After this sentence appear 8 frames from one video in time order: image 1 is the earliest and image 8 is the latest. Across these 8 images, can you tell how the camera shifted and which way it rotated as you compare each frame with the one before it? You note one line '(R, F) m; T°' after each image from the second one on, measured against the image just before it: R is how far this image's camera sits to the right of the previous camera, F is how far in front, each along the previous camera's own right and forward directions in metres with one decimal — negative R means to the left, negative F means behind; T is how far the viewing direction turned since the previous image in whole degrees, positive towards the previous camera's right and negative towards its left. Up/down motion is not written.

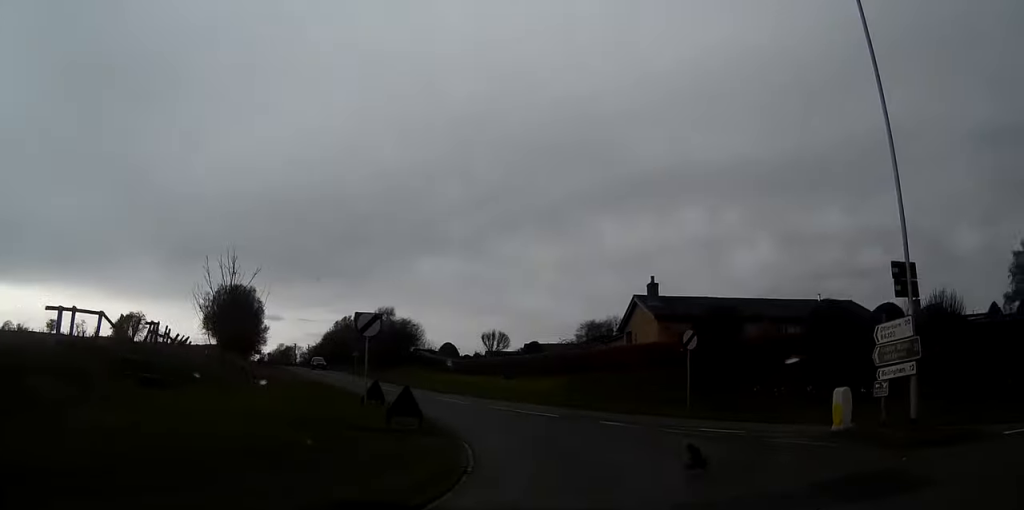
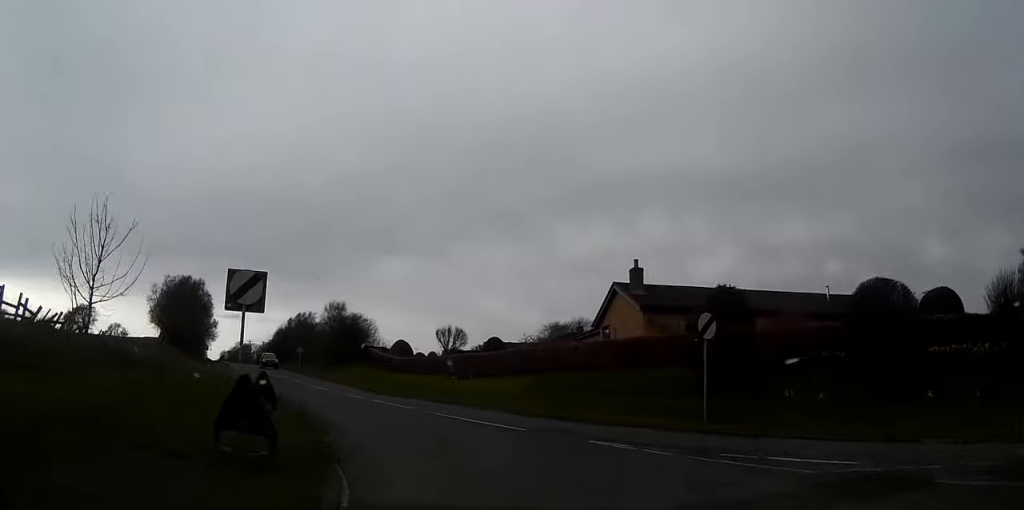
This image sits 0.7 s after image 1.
(+1.8, +7.5) m; +13°
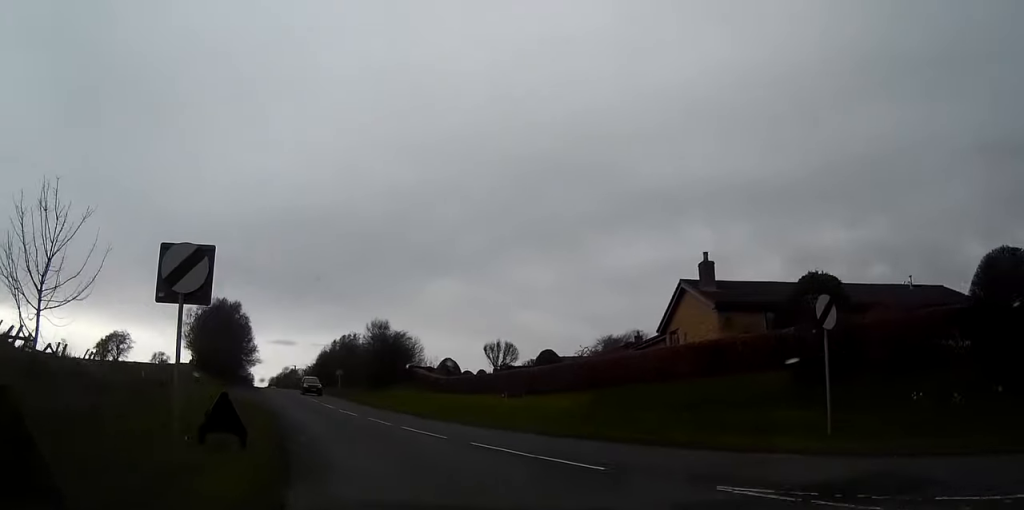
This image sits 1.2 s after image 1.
(0.0, +5.4) m; -4°
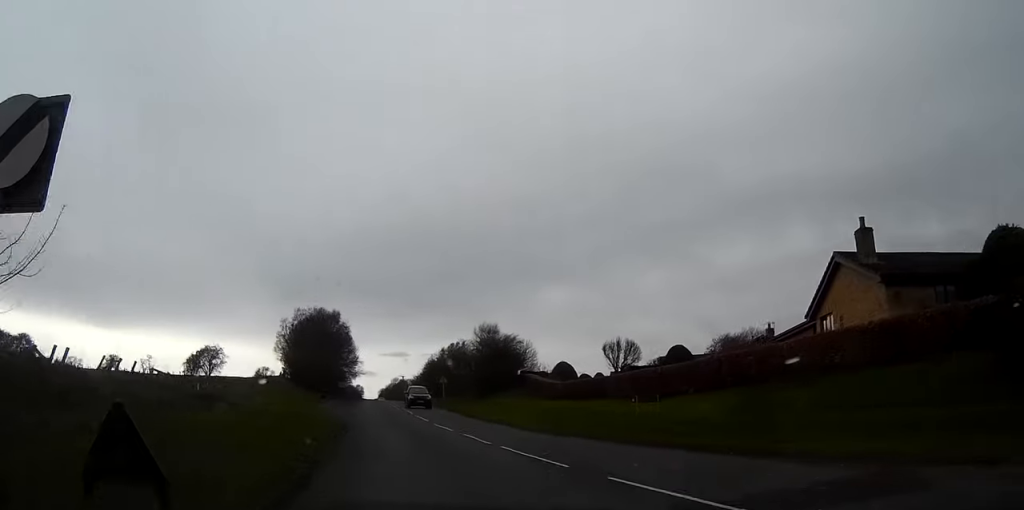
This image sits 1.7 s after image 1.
(+0.2, +6.5) m; -4°
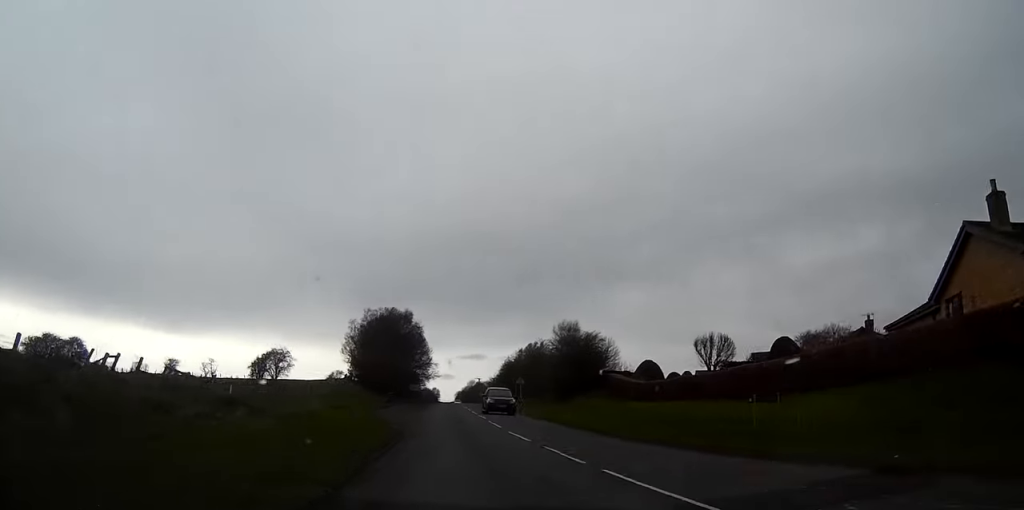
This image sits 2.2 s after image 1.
(-0.6, +5.2) m; -4°
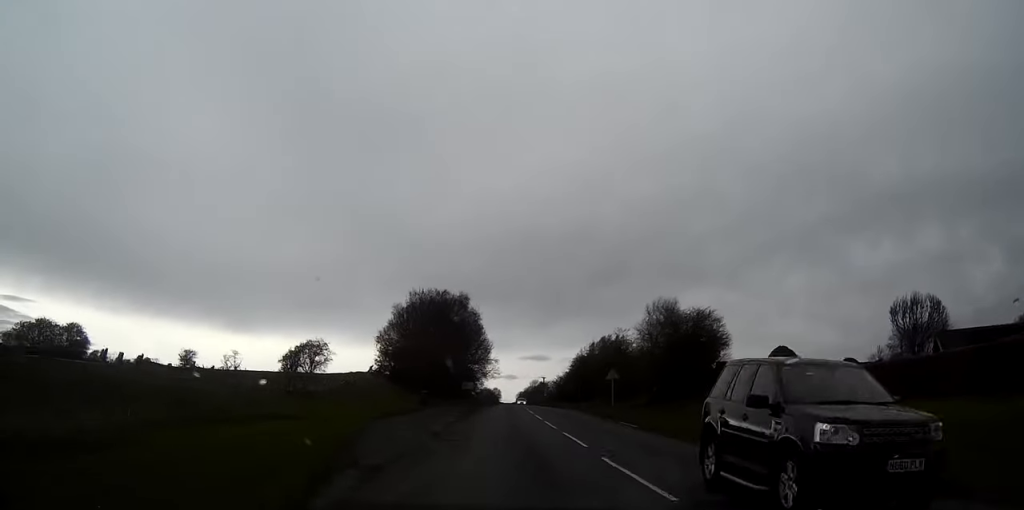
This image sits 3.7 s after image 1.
(-2.1, +20.0) m; -8°
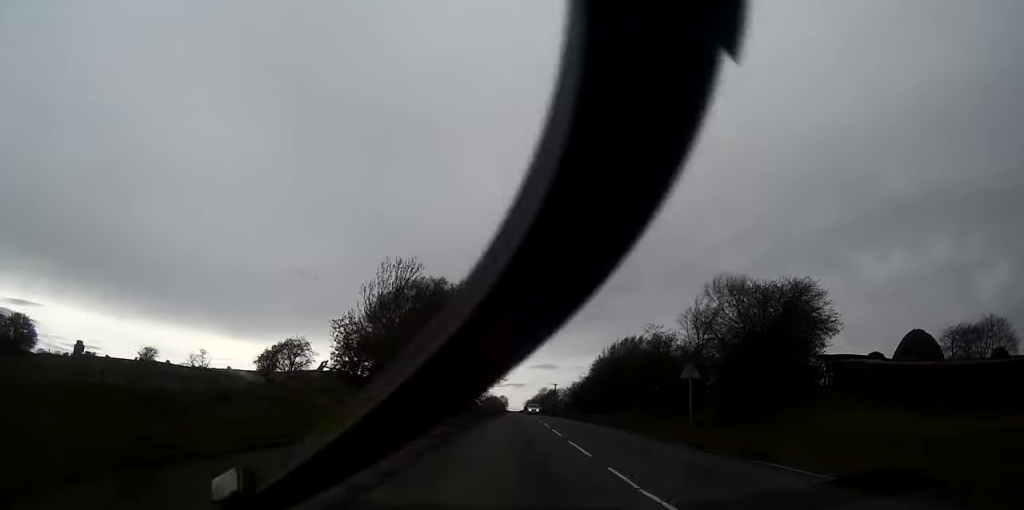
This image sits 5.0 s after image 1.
(-0.1, +18.4) m; -1°
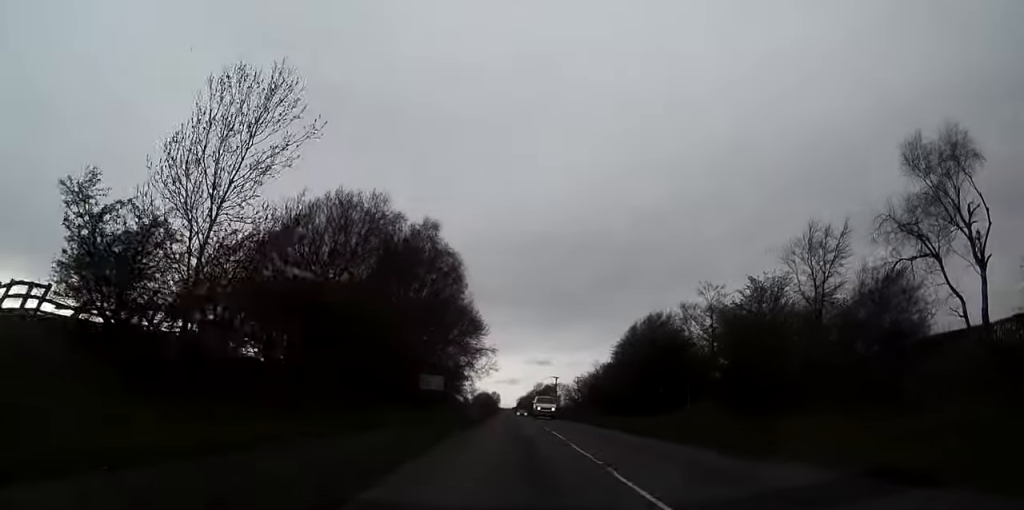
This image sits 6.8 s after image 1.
(-0.2, +28.5) m; -1°
